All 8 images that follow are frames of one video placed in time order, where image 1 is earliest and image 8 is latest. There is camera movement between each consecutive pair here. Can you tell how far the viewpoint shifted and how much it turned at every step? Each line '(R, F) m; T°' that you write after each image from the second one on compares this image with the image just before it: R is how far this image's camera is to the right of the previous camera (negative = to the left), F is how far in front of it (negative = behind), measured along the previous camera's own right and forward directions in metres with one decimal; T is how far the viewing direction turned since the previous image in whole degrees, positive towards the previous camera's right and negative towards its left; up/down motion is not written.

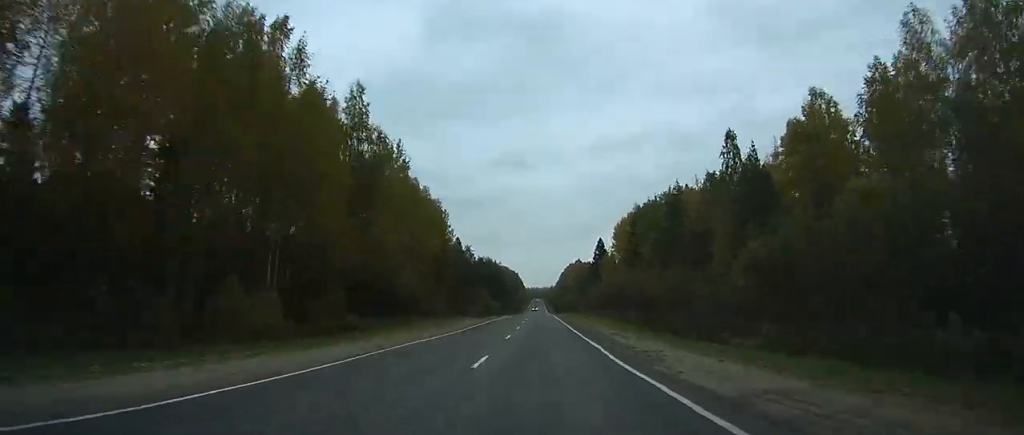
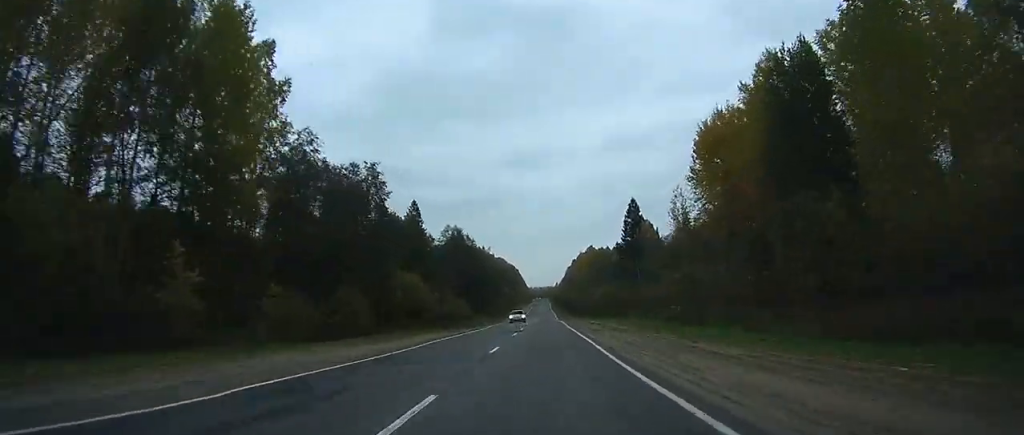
(-0.2, +82.1) m; 0°
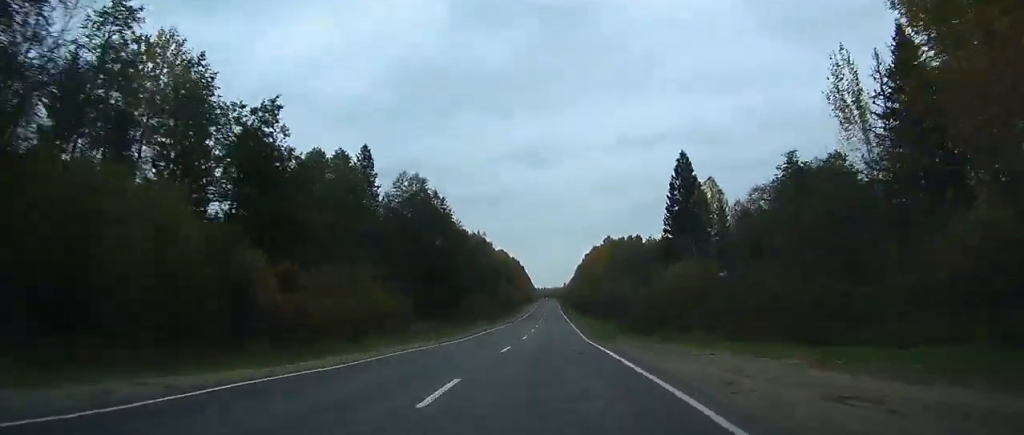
(0.0, +45.9) m; 0°
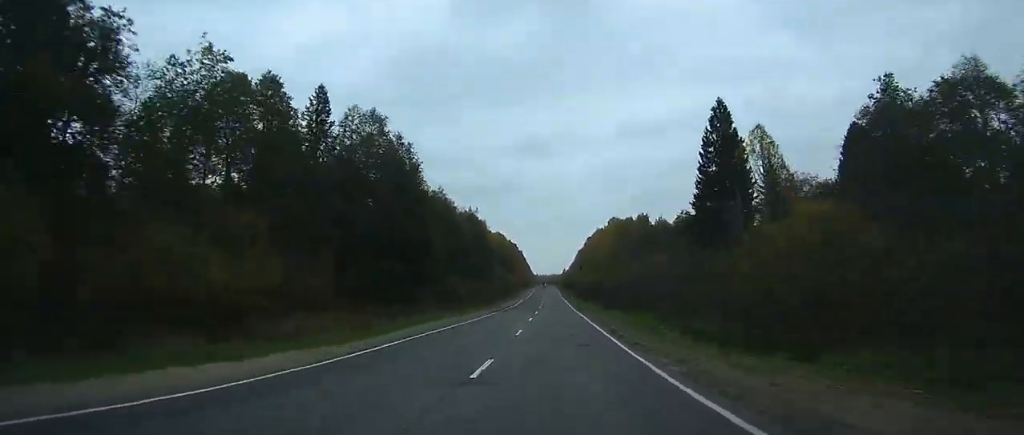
(0.0, +20.8) m; 0°
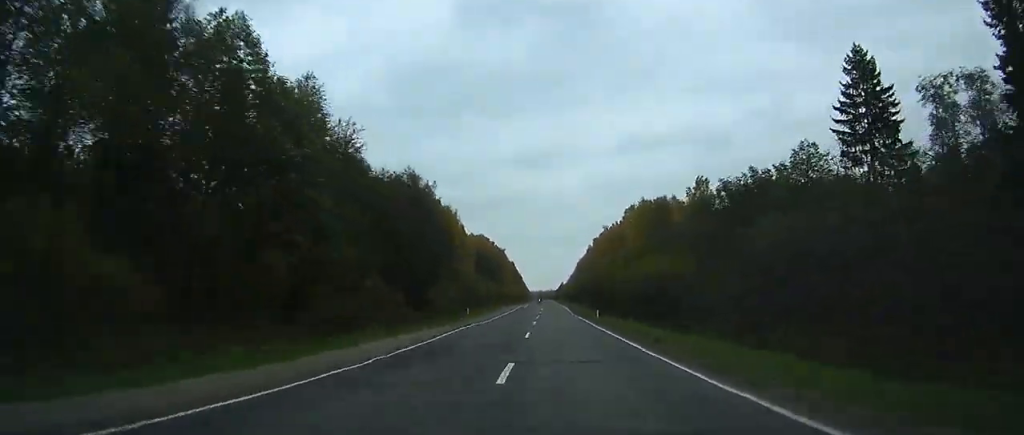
(+0.1, +59.3) m; 0°
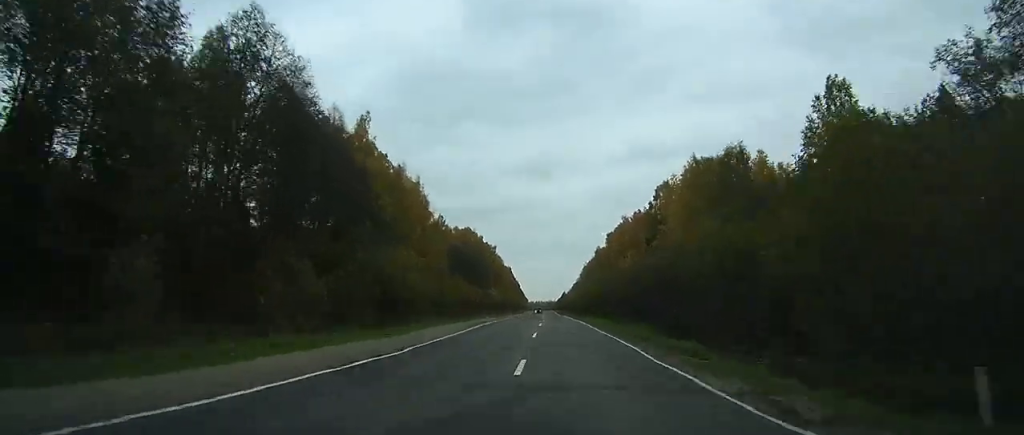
(+0.2, +49.2) m; +1°
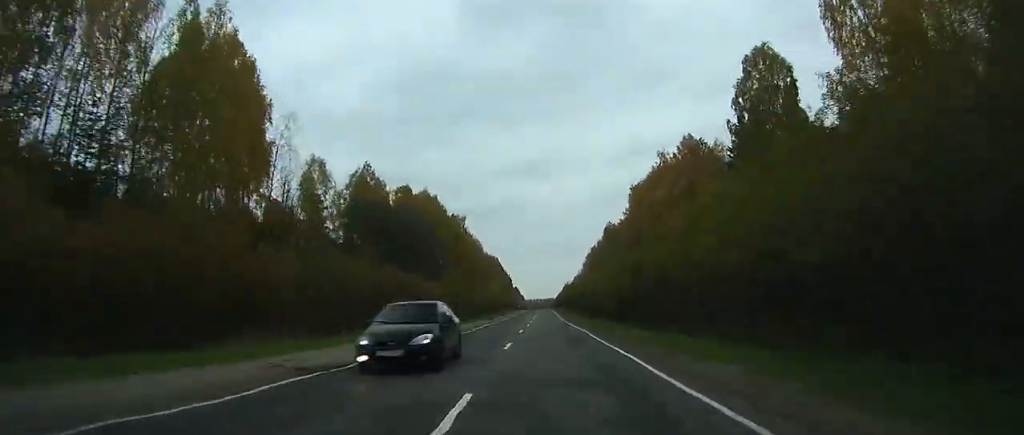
(+0.3, +67.8) m; 0°
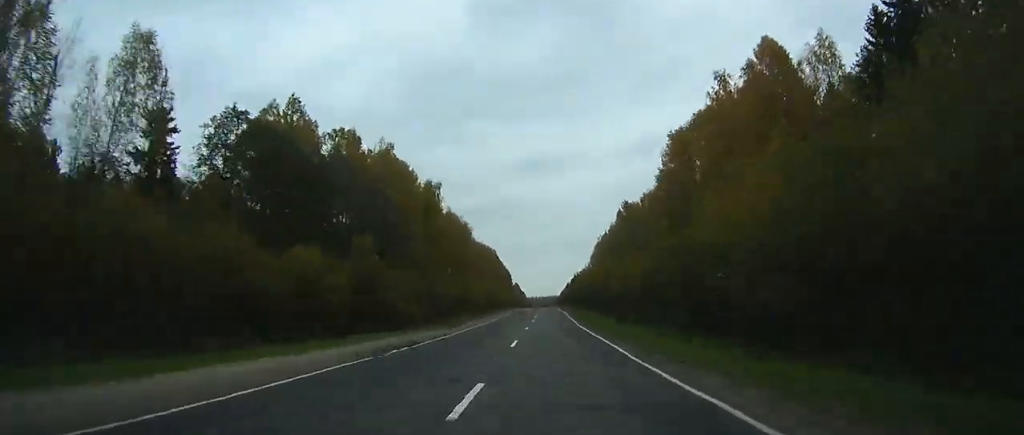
(-0.1, +34.9) m; 0°
